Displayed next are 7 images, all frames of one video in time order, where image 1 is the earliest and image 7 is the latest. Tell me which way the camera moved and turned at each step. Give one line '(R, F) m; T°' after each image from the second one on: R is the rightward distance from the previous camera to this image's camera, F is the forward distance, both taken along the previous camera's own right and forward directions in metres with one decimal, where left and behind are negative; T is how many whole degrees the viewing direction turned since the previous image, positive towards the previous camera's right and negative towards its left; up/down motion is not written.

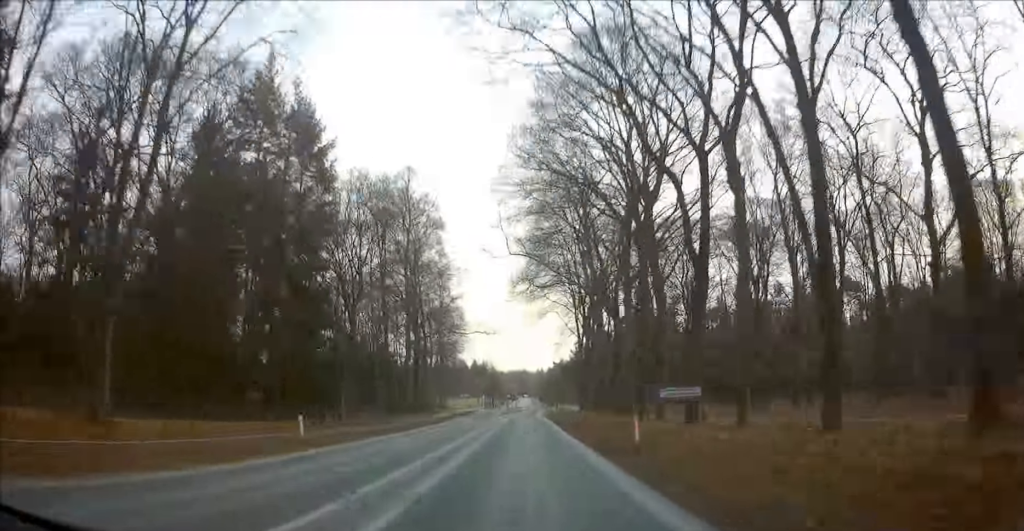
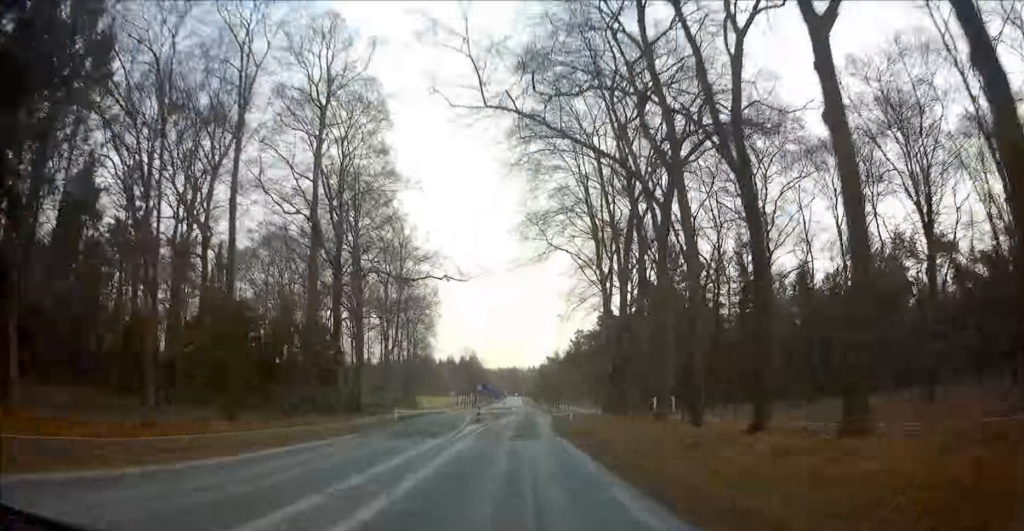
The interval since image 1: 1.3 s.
(+0.7, +29.7) m; +1°
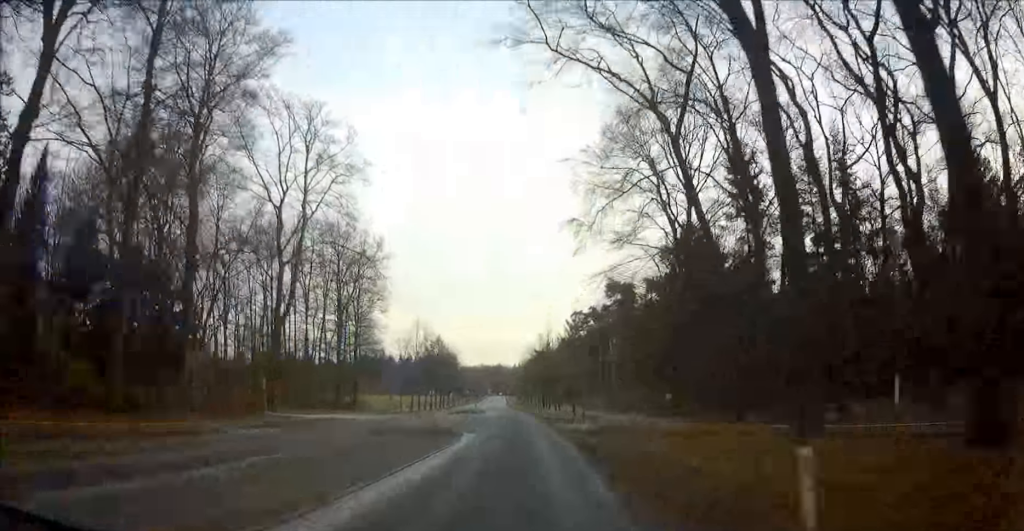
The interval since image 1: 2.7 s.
(+0.2, +32.8) m; 0°
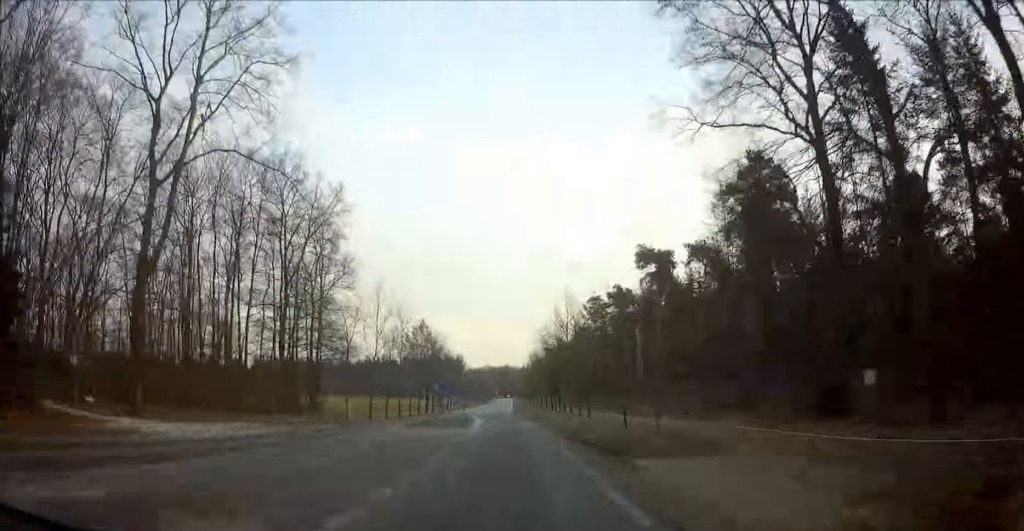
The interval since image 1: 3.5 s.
(+0.2, +20.4) m; 0°
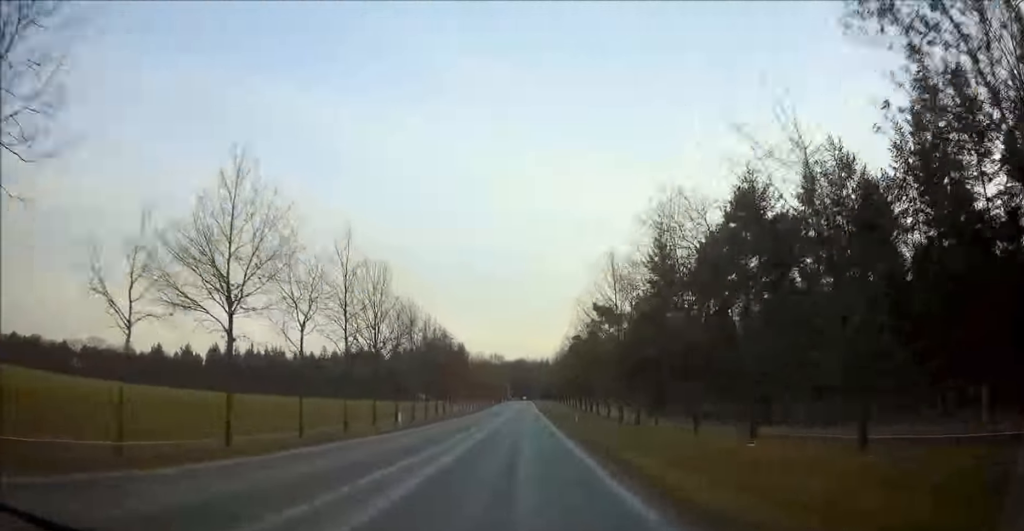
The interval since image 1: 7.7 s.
(-1.5, +99.8) m; -1°
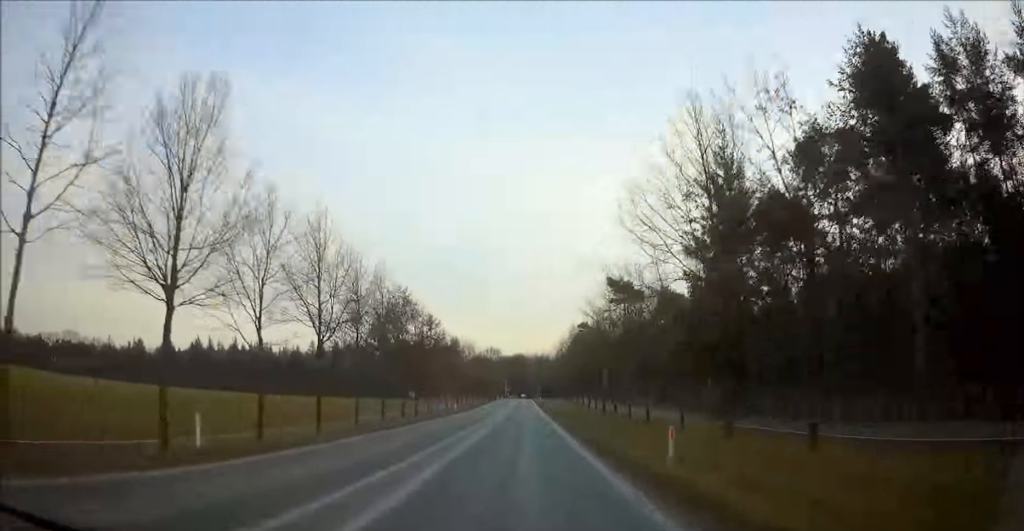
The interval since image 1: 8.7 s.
(-0.1, +22.3) m; 0°
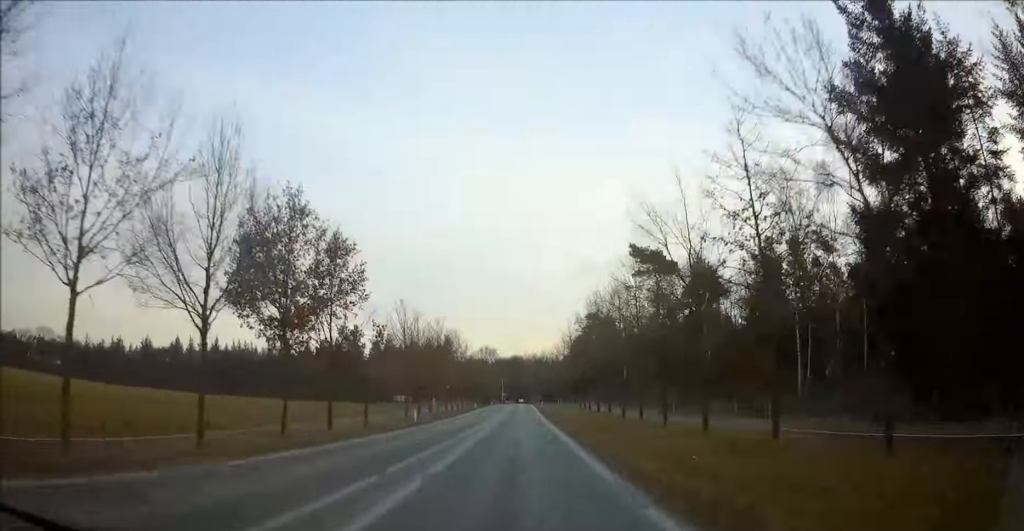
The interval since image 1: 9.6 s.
(-0.1, +22.3) m; 0°
